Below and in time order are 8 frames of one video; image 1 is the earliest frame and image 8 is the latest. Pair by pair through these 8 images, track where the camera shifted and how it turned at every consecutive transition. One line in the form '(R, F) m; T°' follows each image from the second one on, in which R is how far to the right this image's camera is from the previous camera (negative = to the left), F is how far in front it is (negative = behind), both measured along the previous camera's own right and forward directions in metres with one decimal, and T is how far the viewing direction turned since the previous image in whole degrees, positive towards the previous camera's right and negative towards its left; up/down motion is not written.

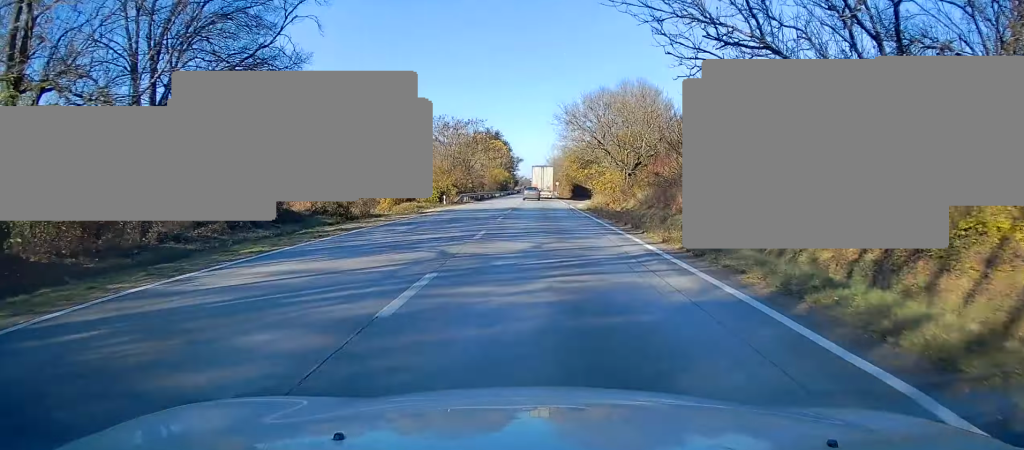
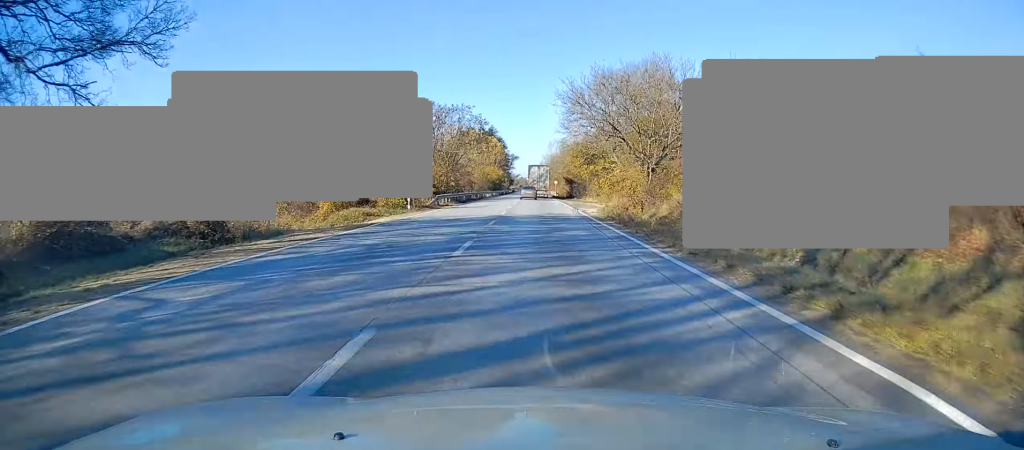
(-0.1, +12.4) m; +1°
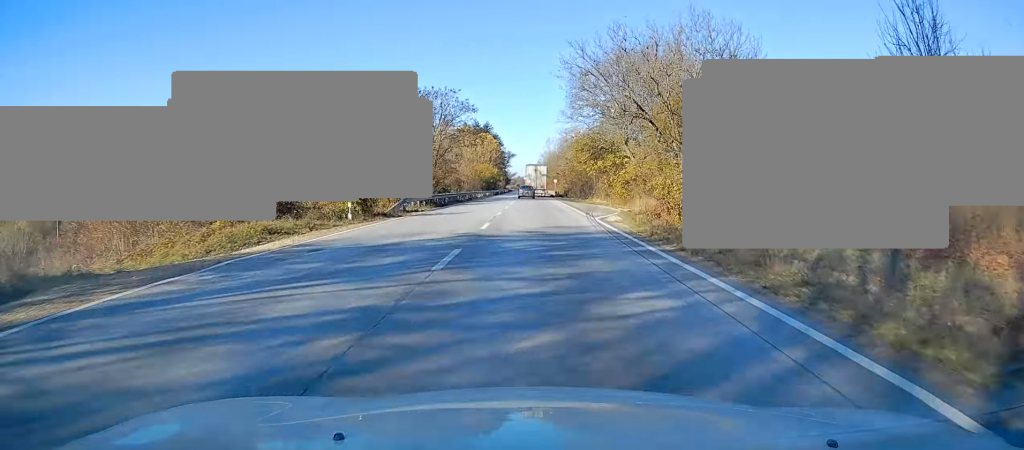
(+0.2, +11.0) m; +1°
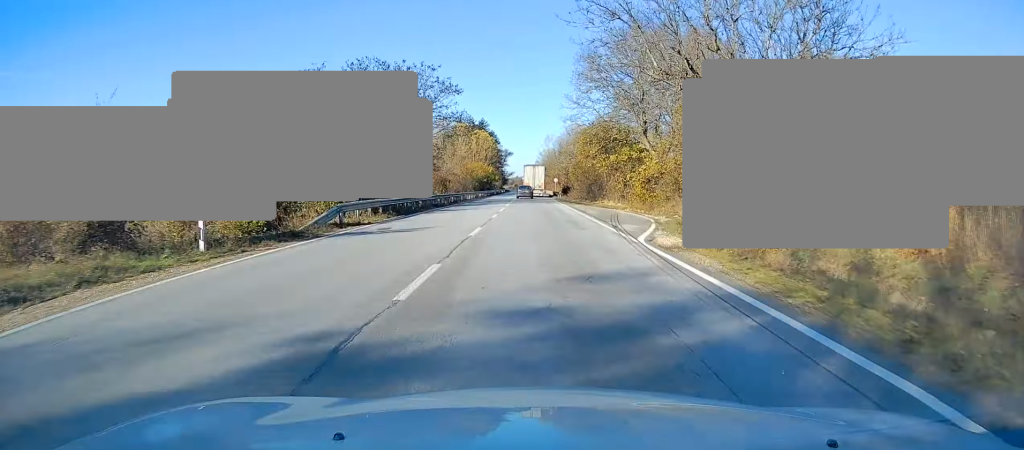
(+0.1, +11.0) m; +1°
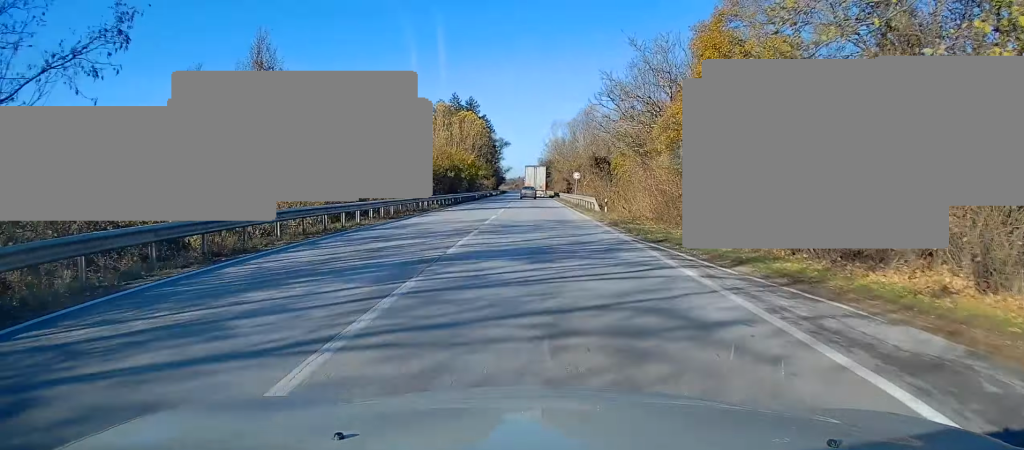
(0.0, +45.7) m; 0°
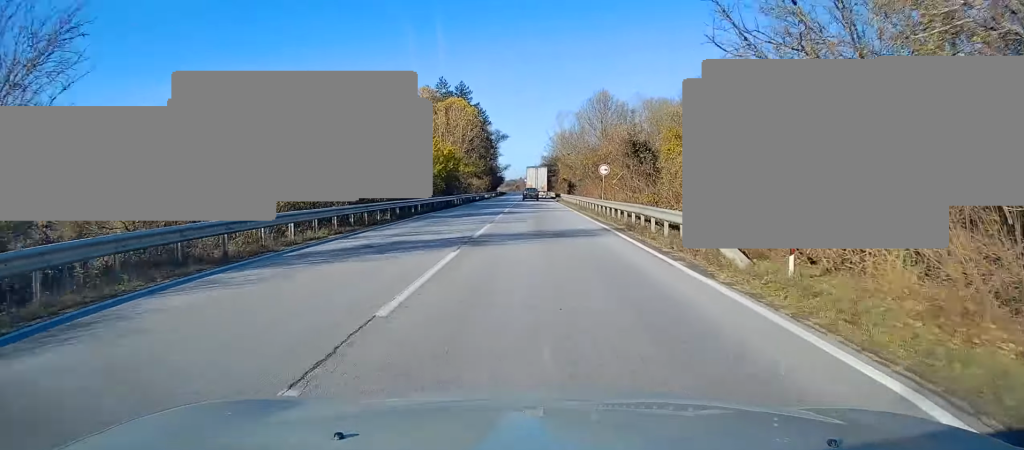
(0.0, +22.9) m; 0°
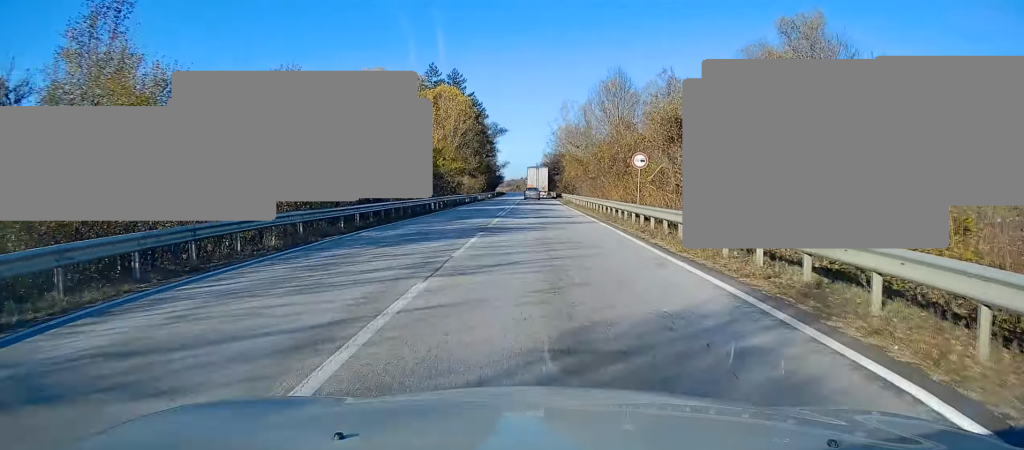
(0.0, +13.4) m; -1°
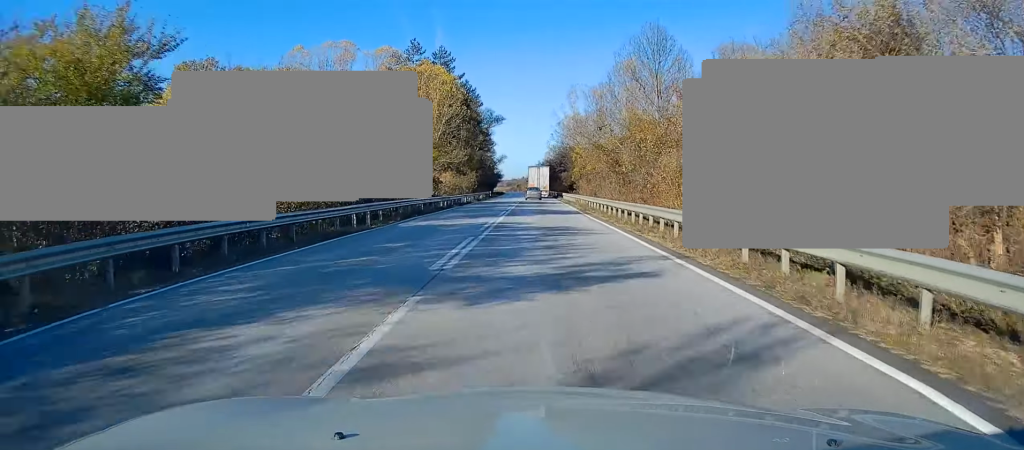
(-0.2, +18.7) m; 0°
